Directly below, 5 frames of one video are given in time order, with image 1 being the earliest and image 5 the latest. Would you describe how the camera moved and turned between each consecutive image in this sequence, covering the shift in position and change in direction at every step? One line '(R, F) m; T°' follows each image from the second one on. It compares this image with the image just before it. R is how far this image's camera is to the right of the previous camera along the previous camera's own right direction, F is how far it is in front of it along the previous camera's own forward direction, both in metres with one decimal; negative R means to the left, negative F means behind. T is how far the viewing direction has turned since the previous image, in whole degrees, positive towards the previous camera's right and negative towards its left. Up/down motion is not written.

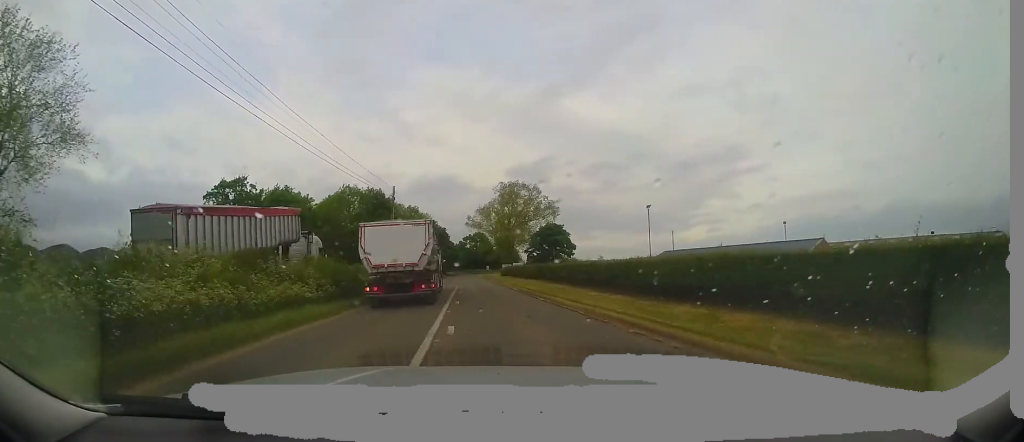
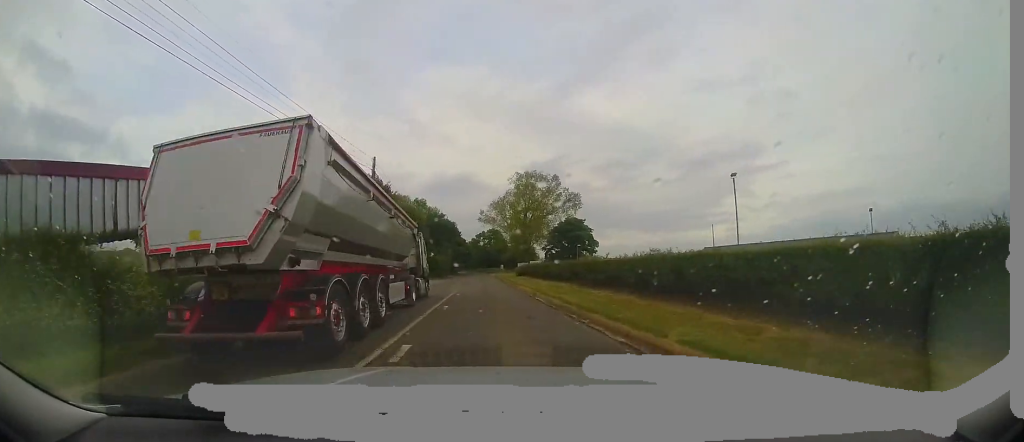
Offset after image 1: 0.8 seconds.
(+0.1, +7.5) m; -1°
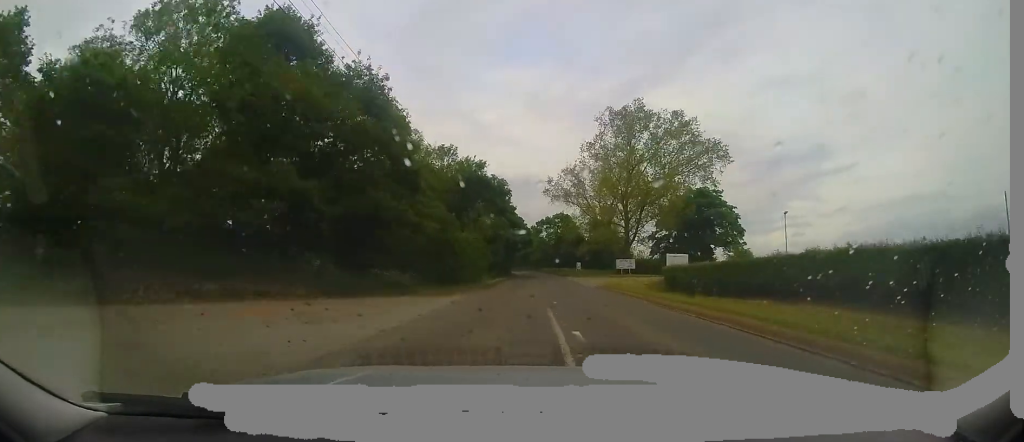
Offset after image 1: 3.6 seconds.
(-3.0, +33.9) m; -8°
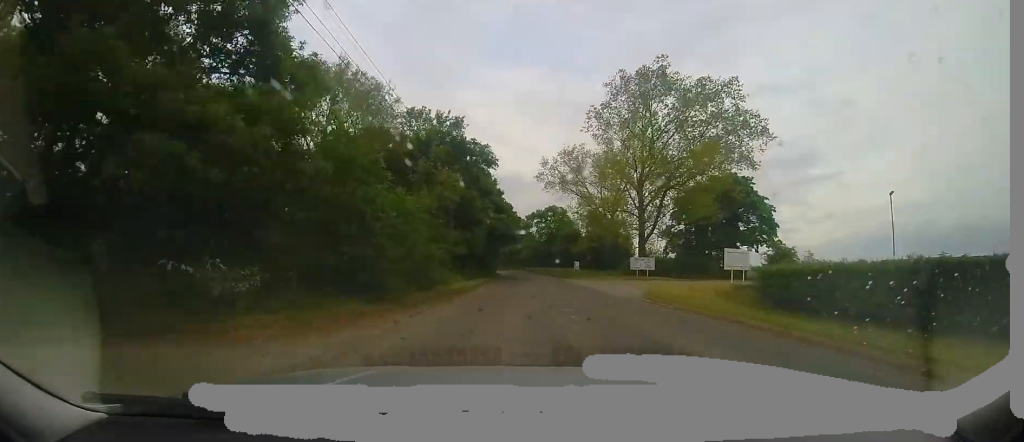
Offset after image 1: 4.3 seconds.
(0.0, +10.3) m; 0°
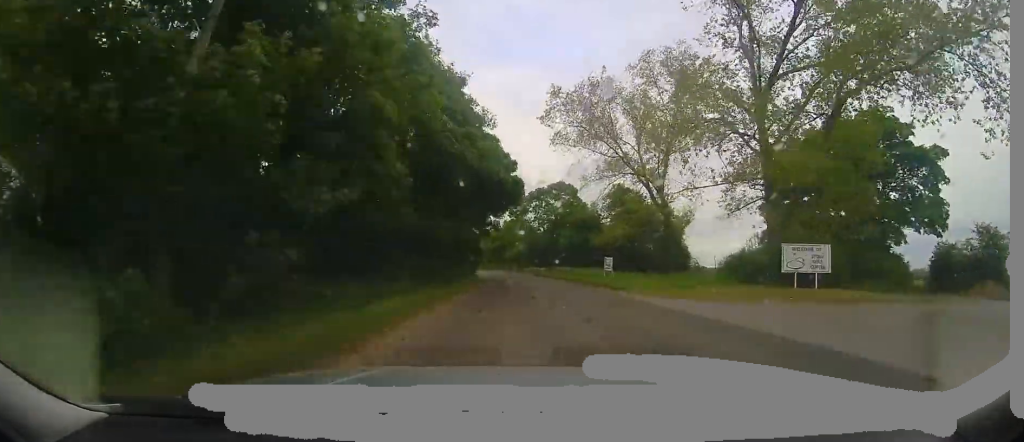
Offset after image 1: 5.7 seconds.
(-0.1, +22.7) m; 0°
